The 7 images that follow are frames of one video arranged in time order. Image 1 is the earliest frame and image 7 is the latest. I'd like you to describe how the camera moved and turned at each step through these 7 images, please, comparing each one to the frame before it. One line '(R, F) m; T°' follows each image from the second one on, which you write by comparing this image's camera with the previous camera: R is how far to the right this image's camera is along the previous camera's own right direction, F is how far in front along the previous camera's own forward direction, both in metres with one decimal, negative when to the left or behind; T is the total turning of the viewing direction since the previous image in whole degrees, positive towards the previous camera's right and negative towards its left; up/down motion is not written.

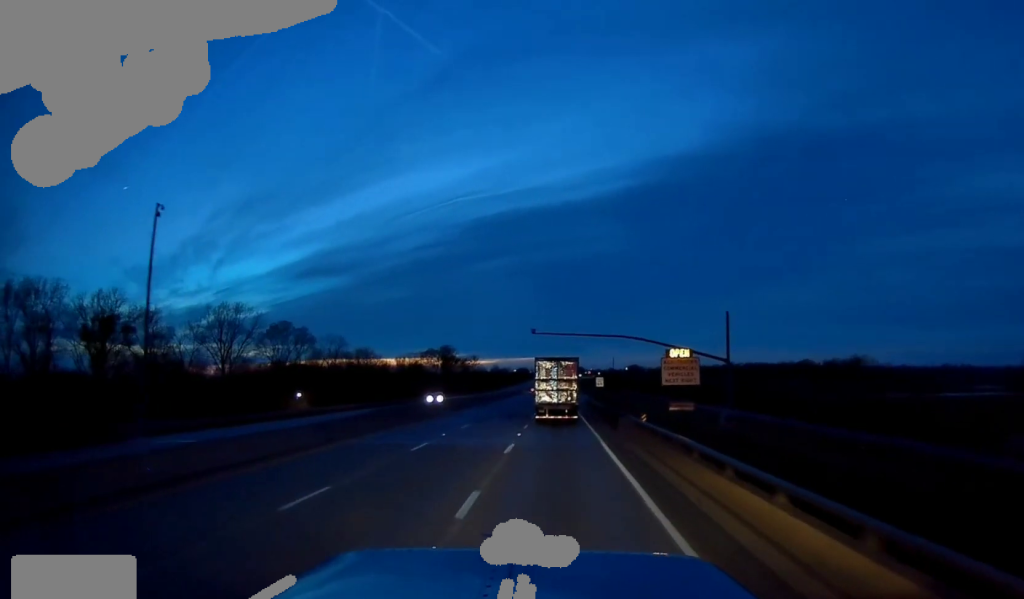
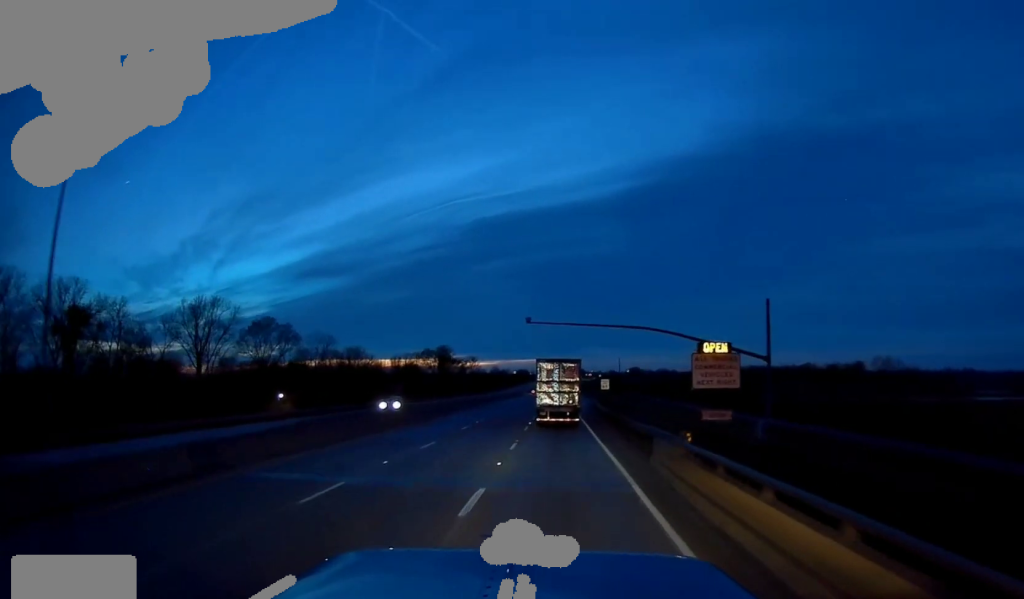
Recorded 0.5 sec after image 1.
(-0.5, +11.7) m; -1°
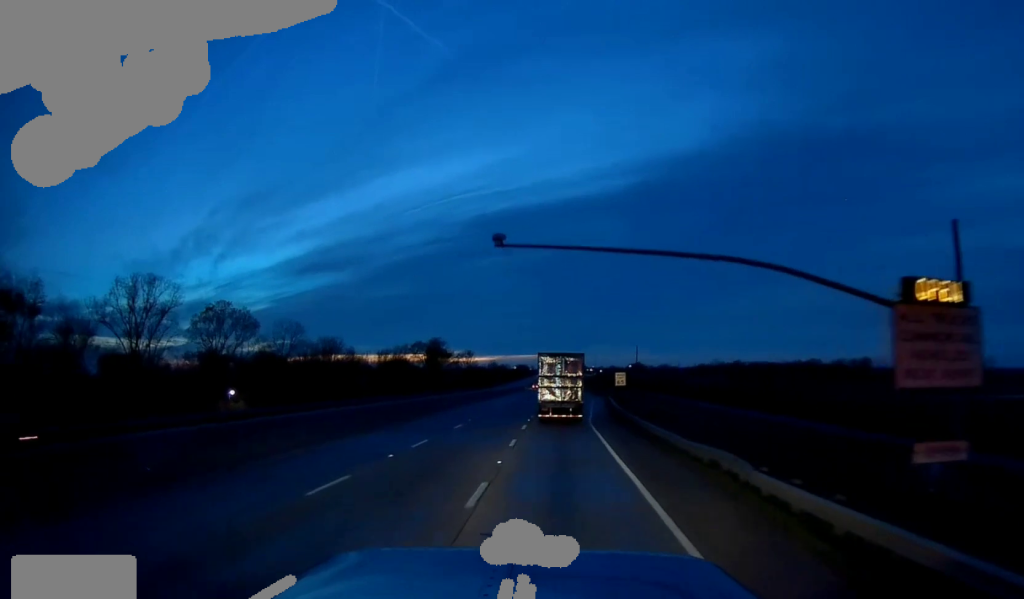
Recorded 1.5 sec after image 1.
(-0.2, +25.9) m; 0°
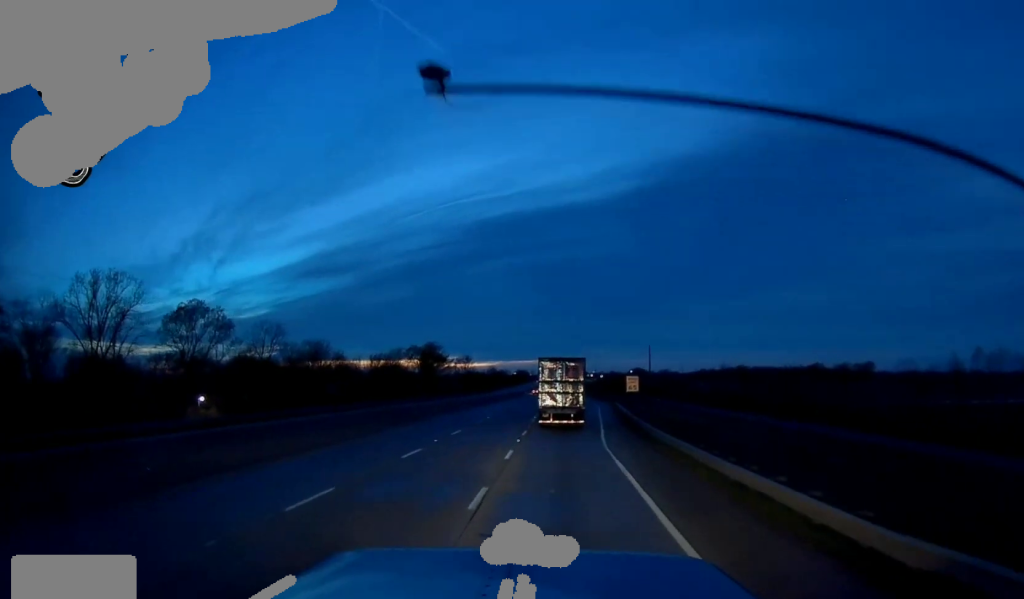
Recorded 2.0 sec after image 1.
(+0.1, +12.6) m; +1°
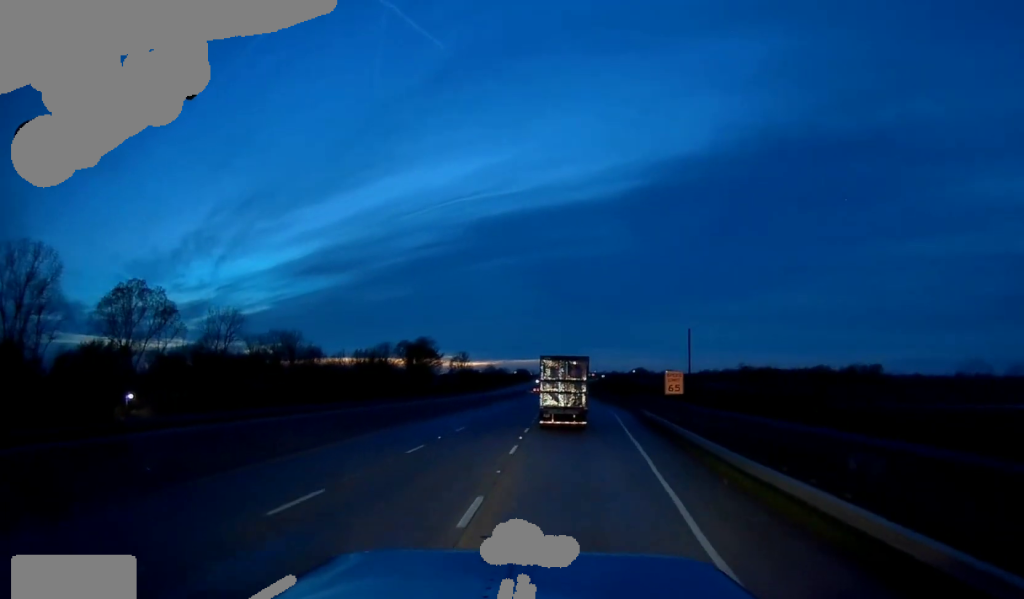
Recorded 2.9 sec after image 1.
(0.0, +22.7) m; 0°
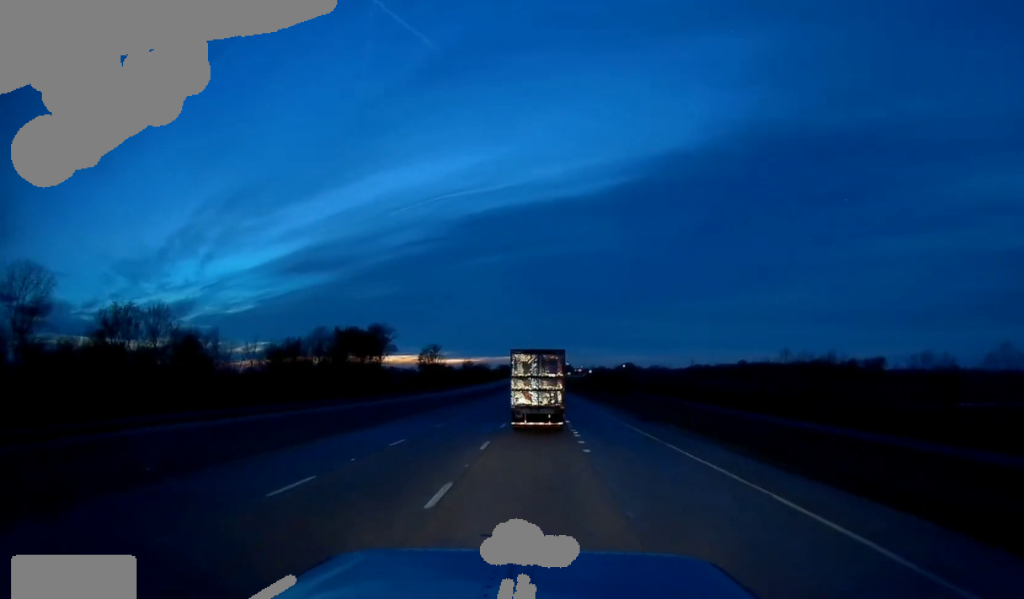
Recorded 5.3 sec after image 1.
(+0.4, +60.3) m; +2°
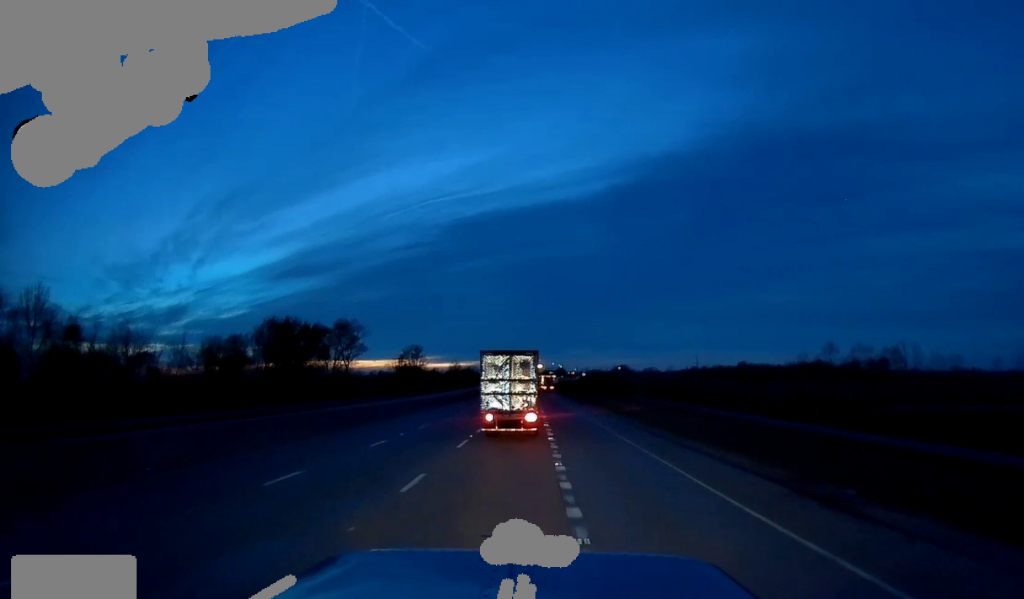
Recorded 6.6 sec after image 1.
(+0.5, +33.0) m; +1°
